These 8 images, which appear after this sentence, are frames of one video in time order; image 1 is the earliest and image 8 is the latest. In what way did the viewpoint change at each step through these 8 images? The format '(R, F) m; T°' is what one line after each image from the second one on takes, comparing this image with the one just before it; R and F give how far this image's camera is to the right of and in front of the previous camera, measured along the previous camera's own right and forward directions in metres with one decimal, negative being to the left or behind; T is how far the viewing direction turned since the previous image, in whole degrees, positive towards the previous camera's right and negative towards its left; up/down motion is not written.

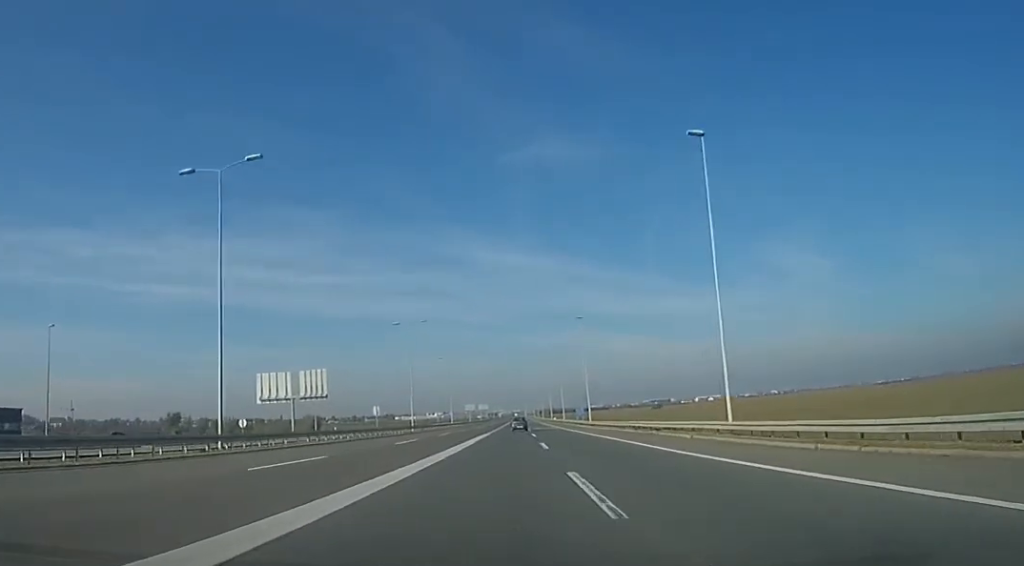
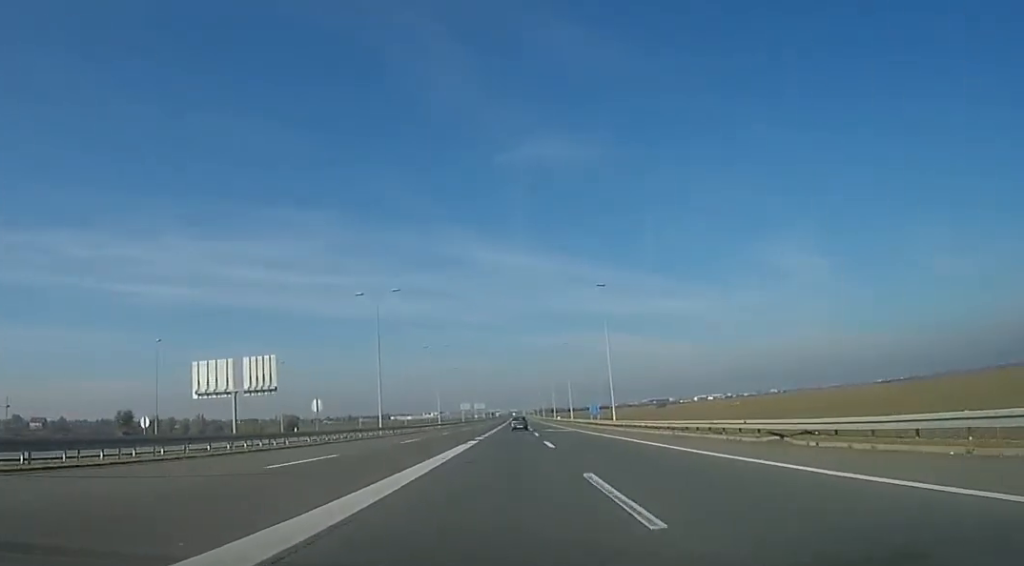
(0.0, +18.2) m; 0°
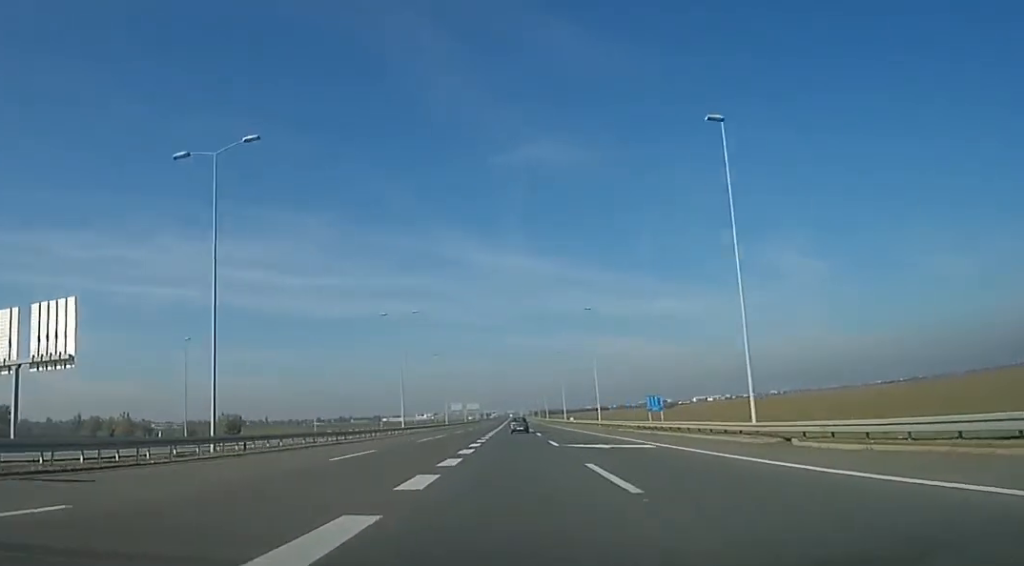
(0.0, +33.3) m; 0°
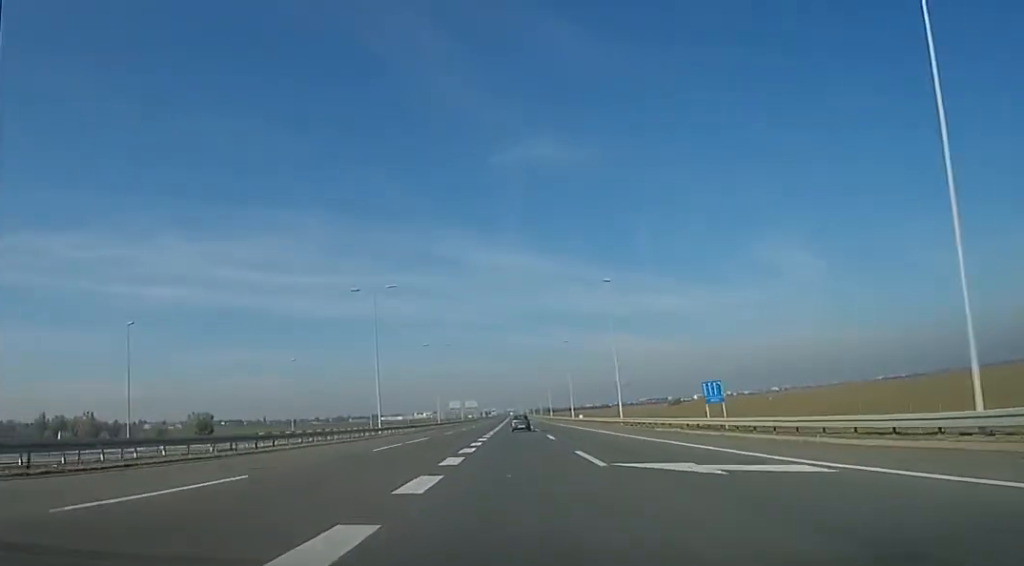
(0.0, +13.0) m; 0°
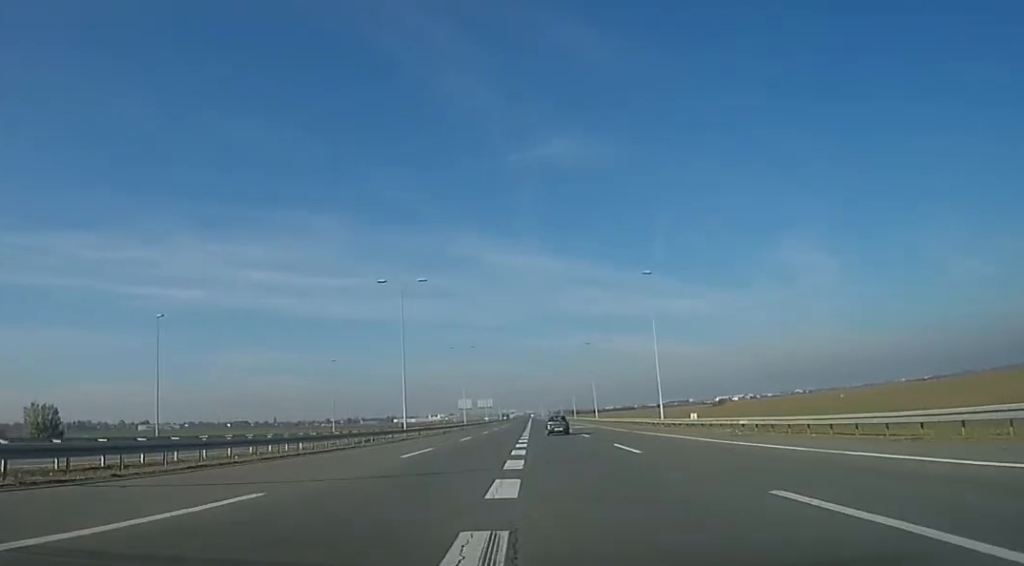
(0.0, +46.3) m; 0°
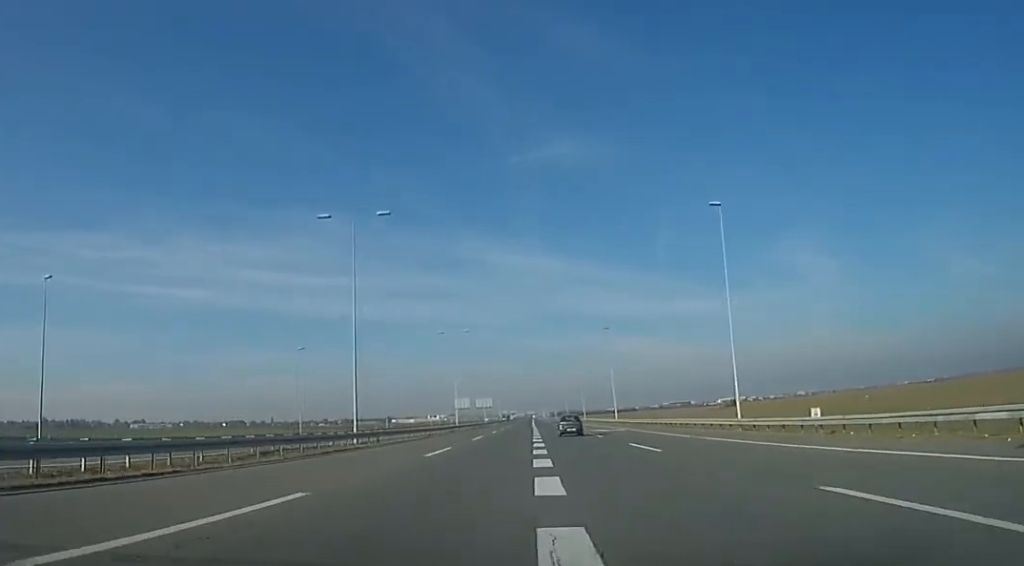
(0.0, +17.7) m; 0°
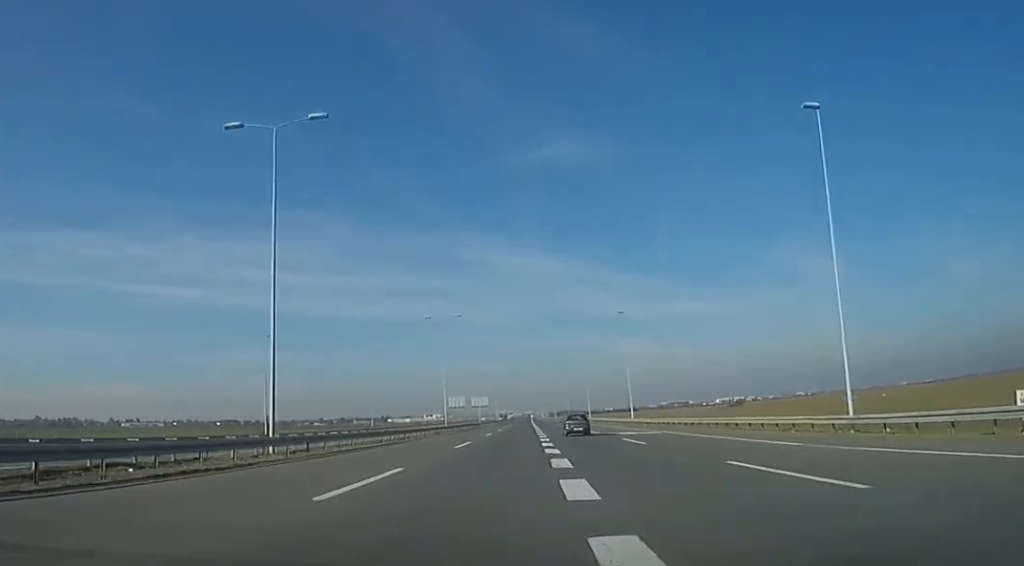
(0.0, +12.5) m; -1°
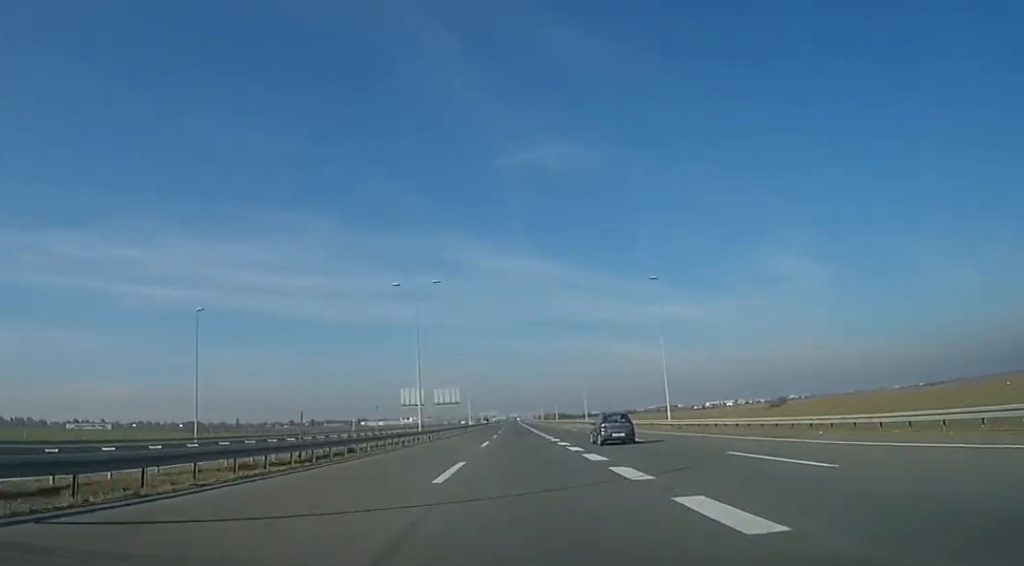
(0.0, +68.2) m; +2°
